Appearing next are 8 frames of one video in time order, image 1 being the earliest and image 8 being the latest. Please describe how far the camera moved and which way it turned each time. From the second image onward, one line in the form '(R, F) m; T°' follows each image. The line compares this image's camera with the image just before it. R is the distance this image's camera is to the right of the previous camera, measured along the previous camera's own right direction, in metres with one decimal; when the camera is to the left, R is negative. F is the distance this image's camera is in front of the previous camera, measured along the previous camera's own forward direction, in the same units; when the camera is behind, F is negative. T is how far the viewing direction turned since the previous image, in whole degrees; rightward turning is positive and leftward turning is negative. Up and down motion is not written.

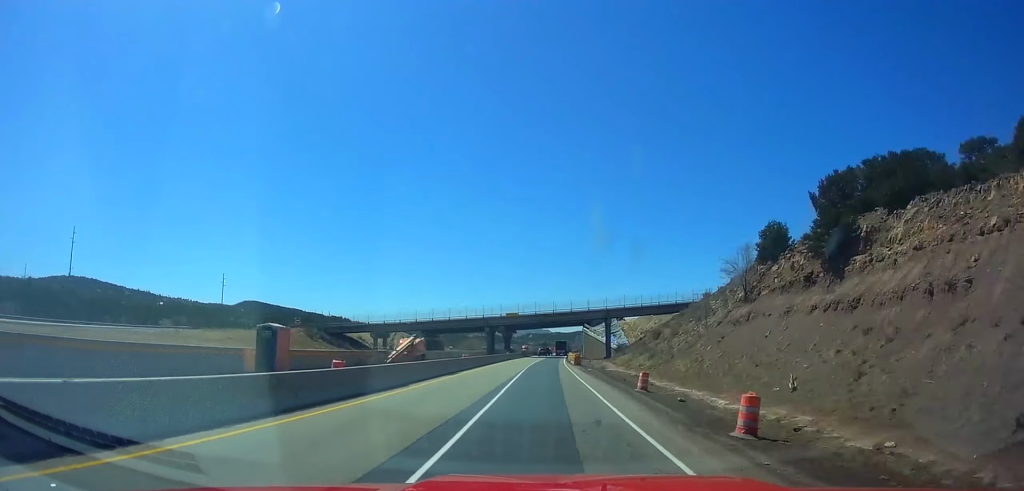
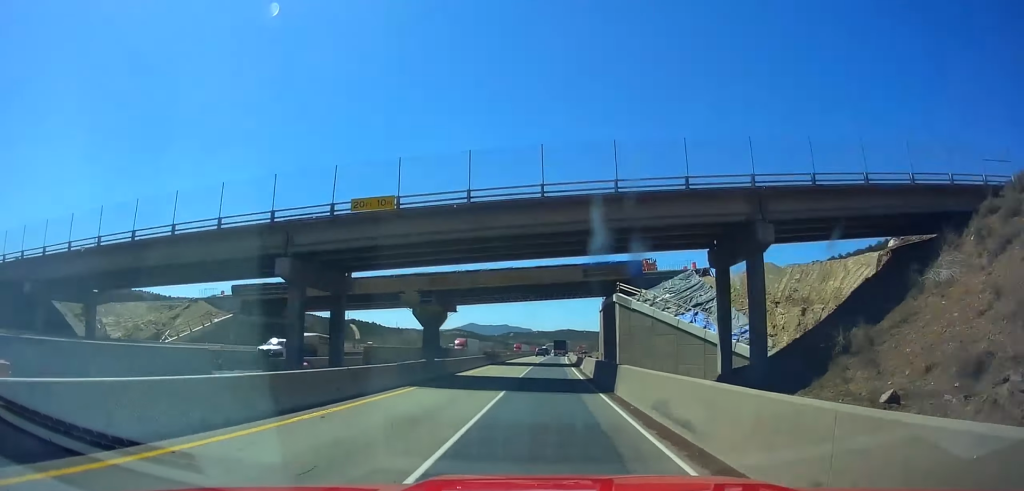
(+0.8, +79.8) m; +1°
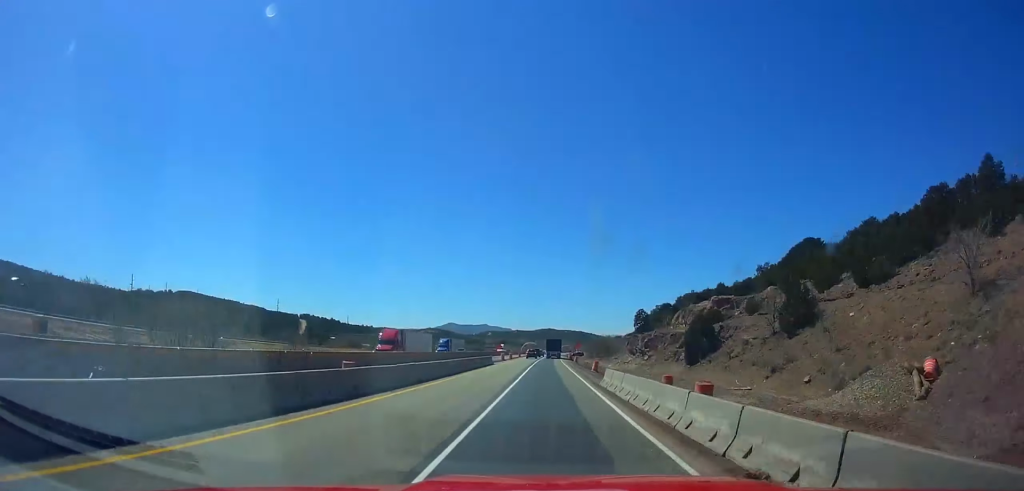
(+1.8, +87.8) m; +2°
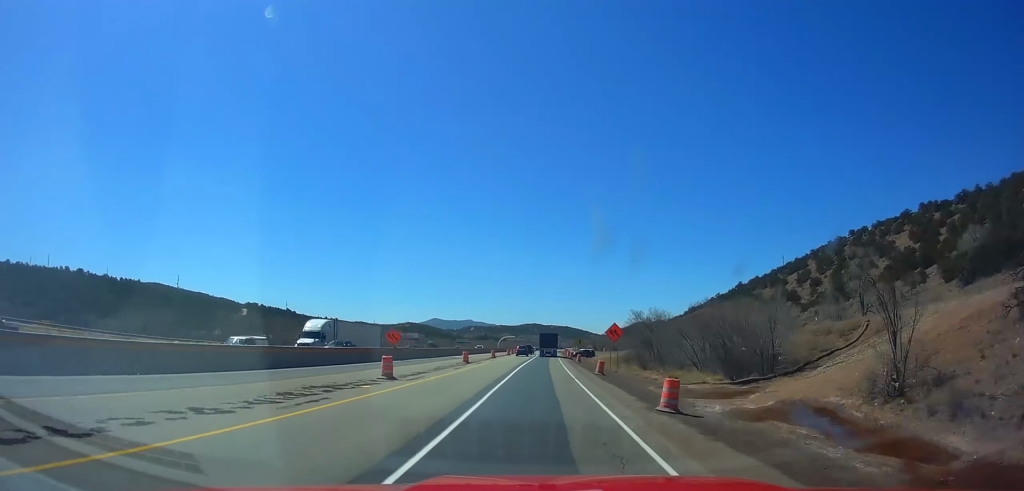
(+0.8, +90.8) m; +1°
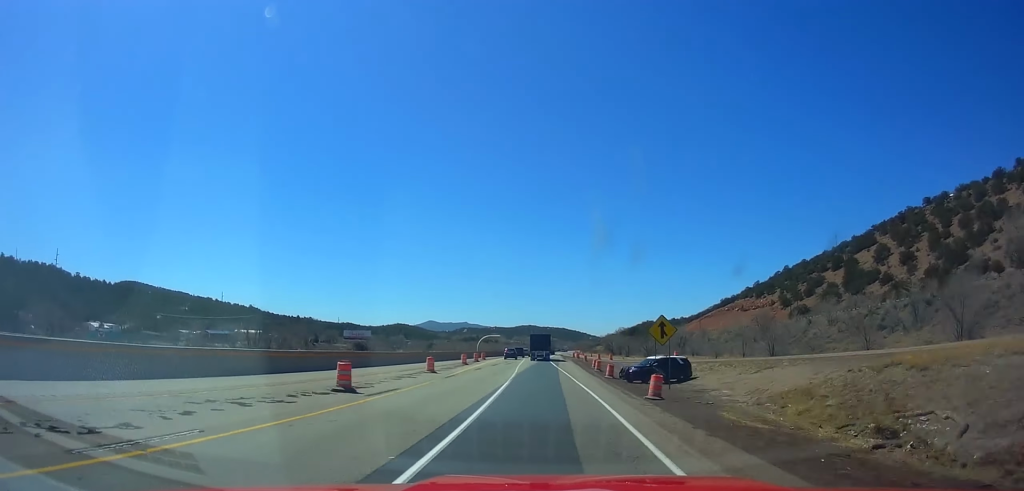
(+1.3, +81.3) m; +1°
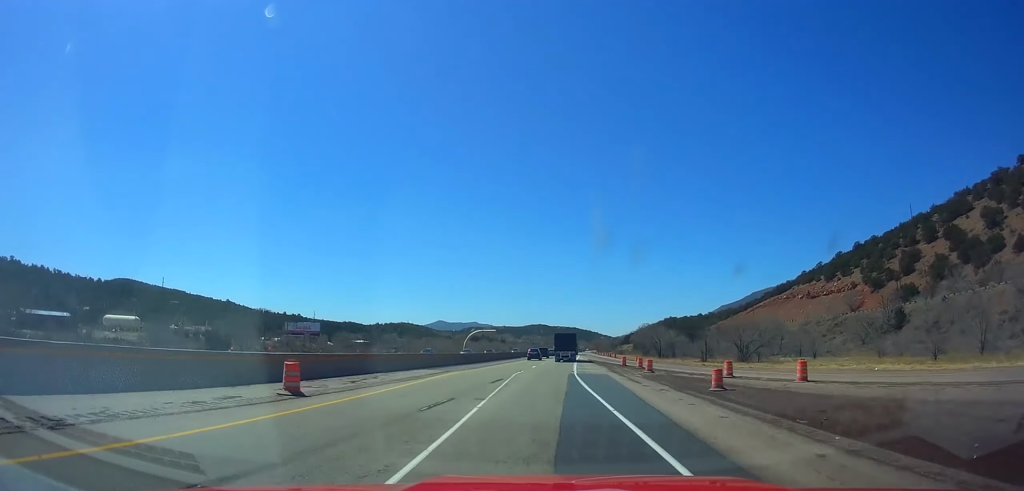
(-0.4, +64.9) m; 0°
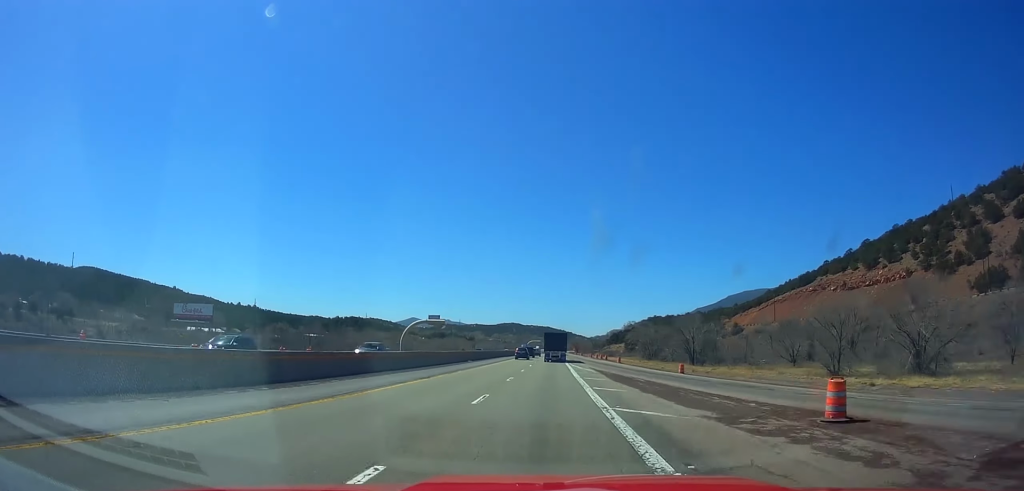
(+0.4, +47.0) m; +1°
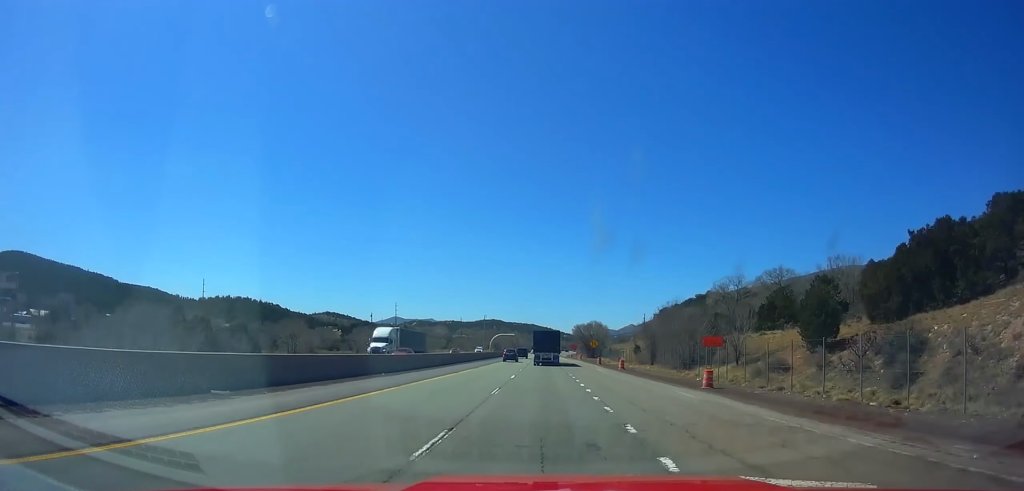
(+6.5, +201.0) m; +3°
